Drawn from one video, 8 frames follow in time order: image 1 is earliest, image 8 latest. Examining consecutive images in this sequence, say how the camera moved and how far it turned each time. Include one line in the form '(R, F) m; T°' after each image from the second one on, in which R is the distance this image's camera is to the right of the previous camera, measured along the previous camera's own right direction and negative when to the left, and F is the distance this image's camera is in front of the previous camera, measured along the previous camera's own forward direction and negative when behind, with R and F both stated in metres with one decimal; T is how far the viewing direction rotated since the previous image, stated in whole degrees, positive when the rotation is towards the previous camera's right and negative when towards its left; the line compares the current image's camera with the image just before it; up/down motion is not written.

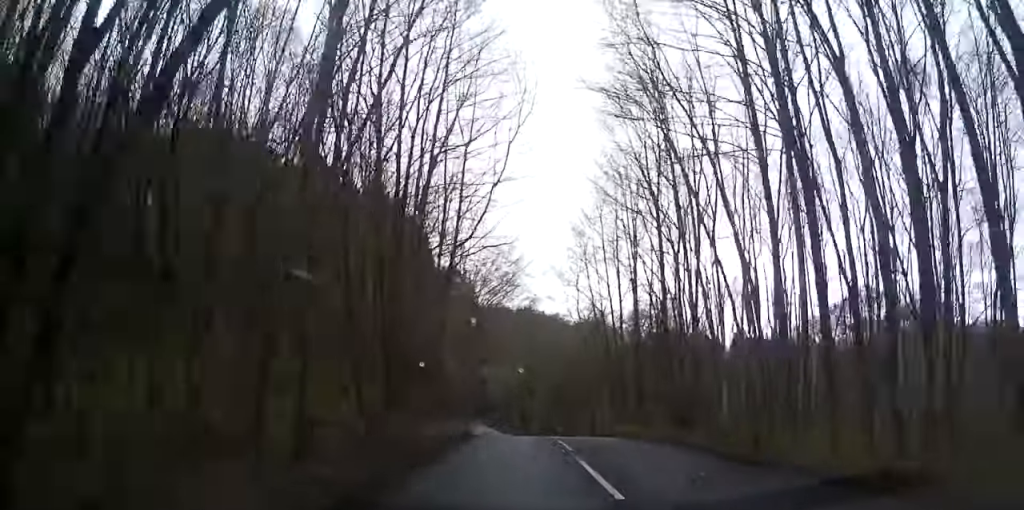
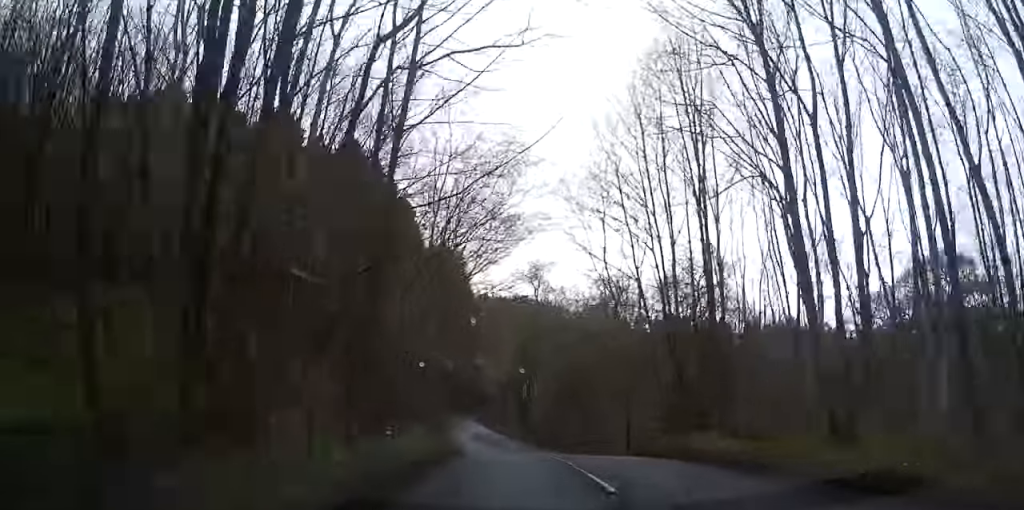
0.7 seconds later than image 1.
(+0.1, +15.4) m; +1°
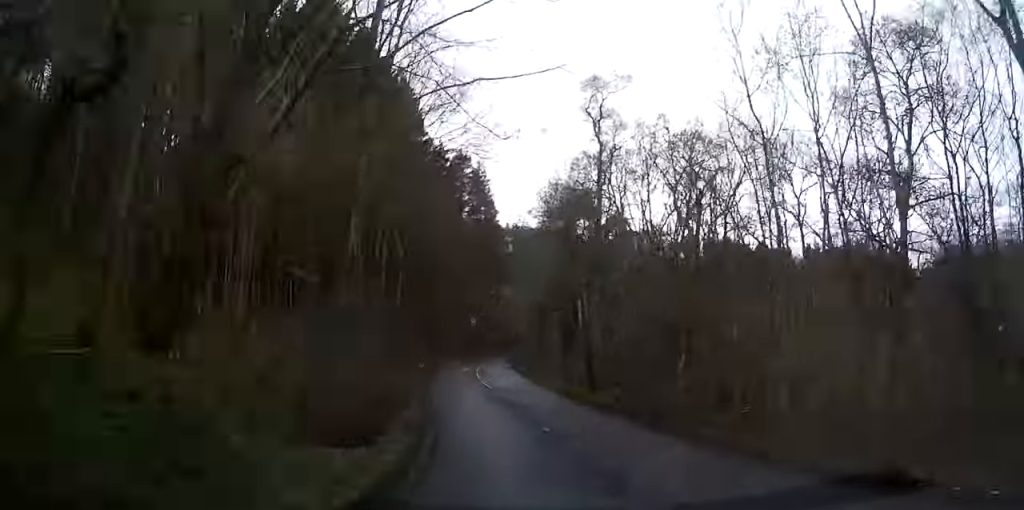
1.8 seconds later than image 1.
(+0.2, +27.2) m; 0°
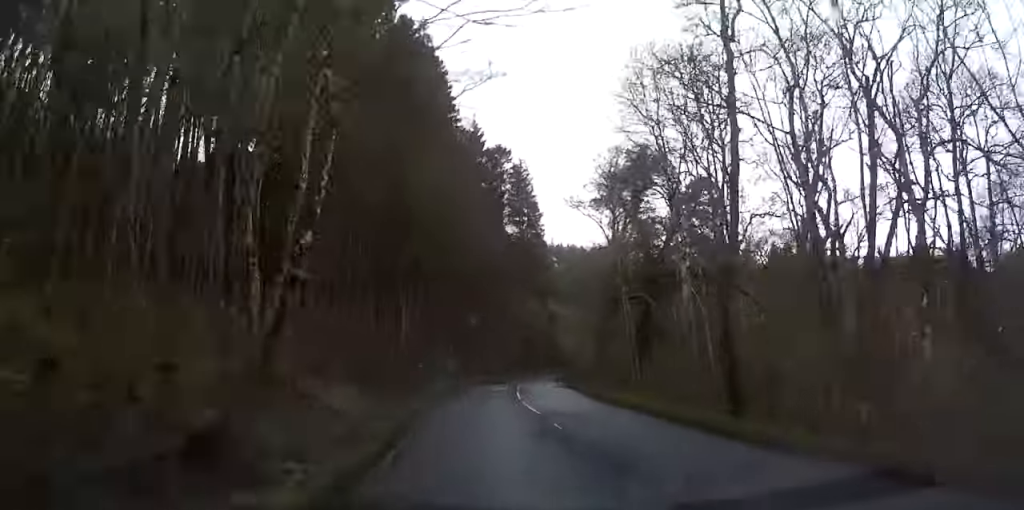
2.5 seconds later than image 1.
(-0.1, +16.1) m; -1°
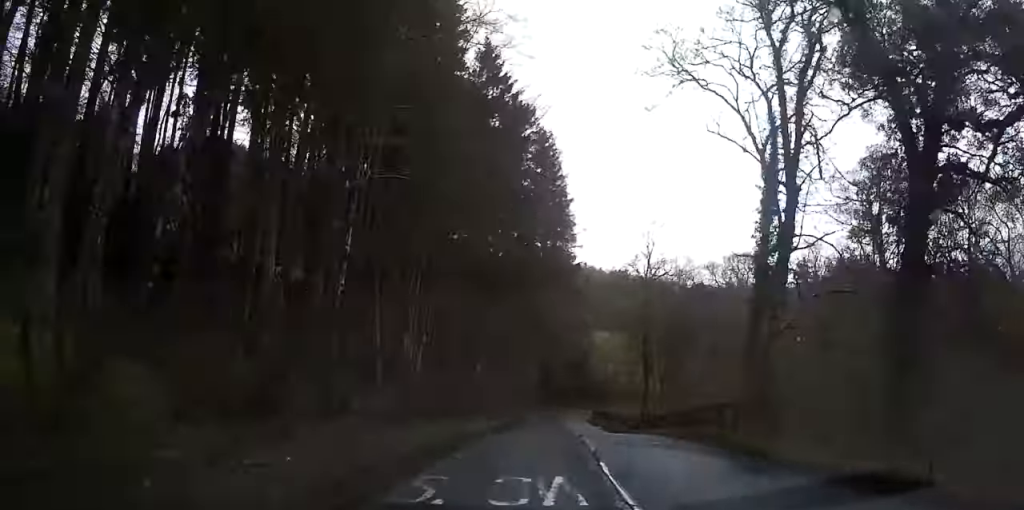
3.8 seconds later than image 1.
(-0.7, +30.7) m; +5°
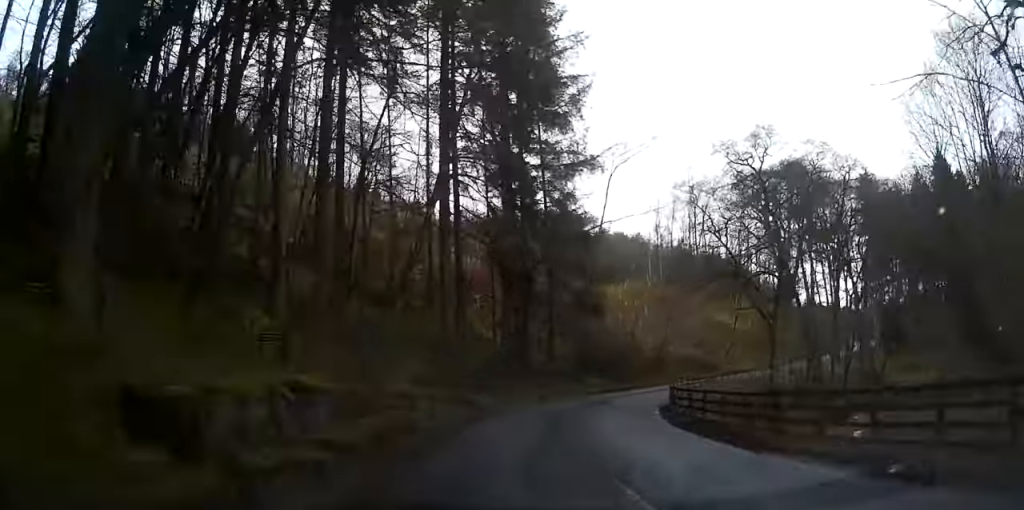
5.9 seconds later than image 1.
(+8.4, +49.0) m; +13°
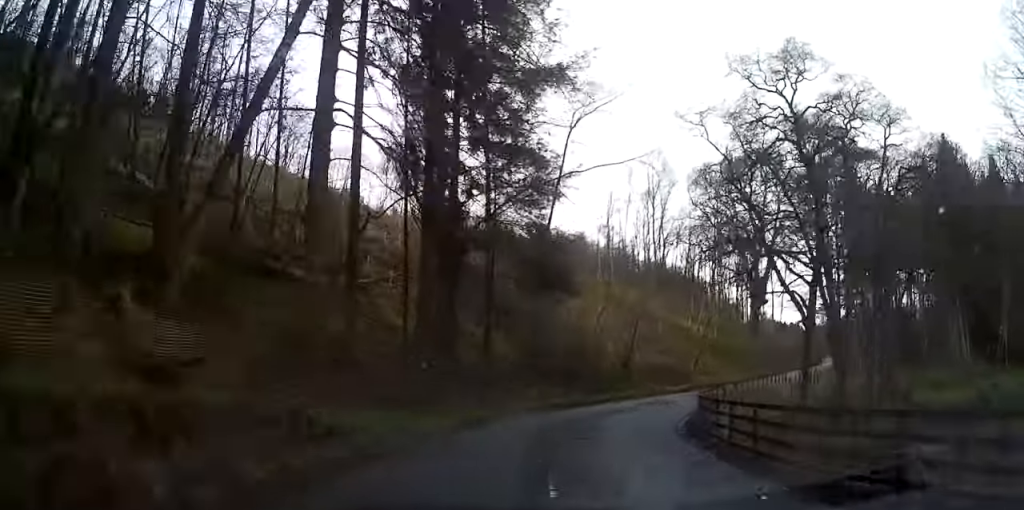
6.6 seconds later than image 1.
(0.0, +14.8) m; 0°
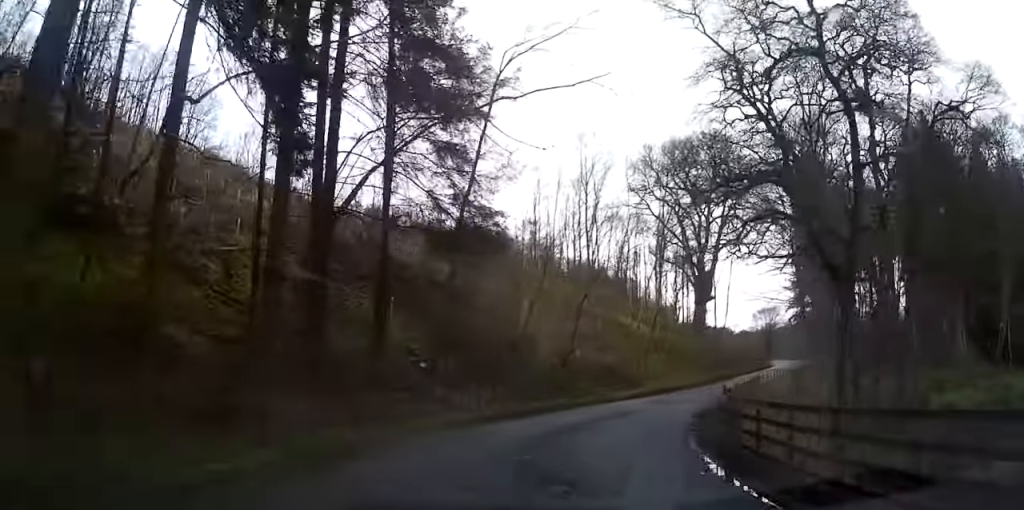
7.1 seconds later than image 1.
(0.0, +10.9) m; 0°
